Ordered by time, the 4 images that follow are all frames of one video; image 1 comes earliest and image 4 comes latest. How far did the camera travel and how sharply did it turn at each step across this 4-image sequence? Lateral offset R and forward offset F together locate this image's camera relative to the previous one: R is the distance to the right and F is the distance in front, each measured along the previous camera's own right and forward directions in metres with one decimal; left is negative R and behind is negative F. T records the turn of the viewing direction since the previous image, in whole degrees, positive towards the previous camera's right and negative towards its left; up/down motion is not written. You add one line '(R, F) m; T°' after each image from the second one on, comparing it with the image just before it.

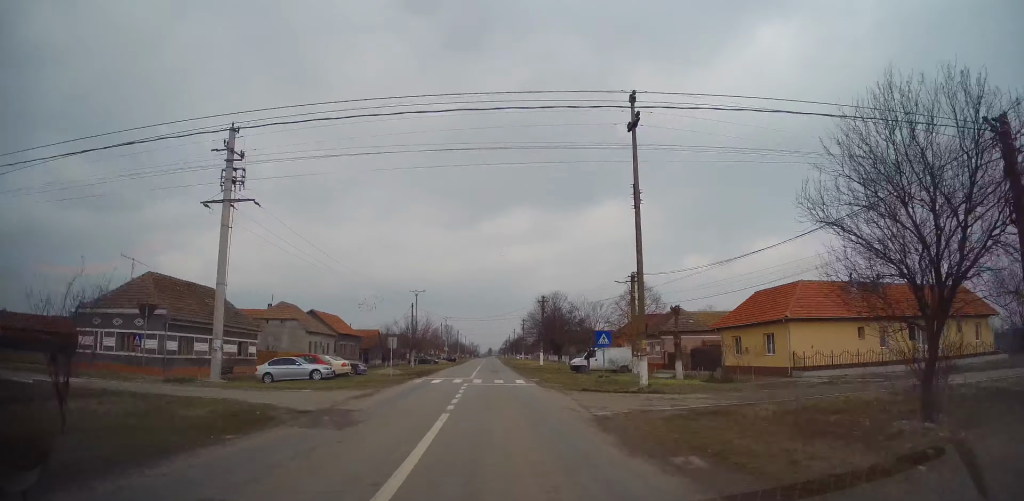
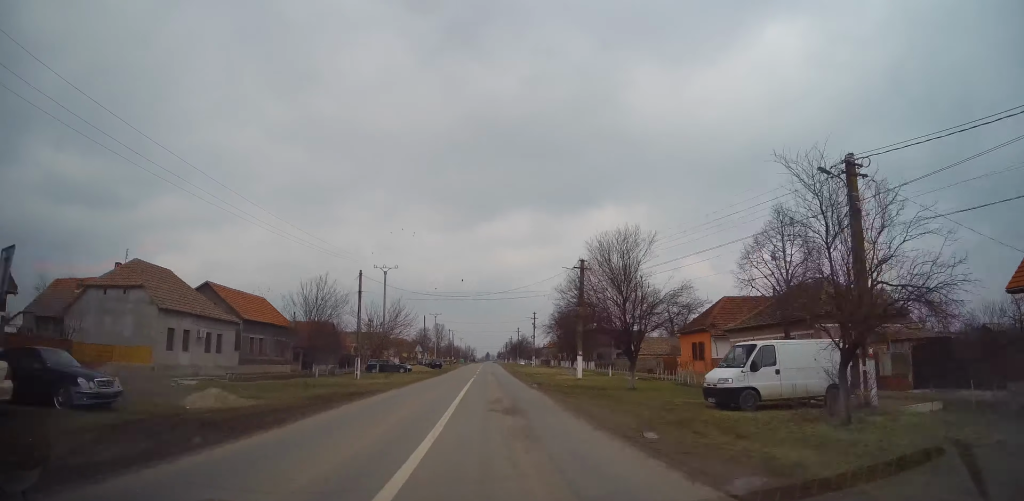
(-0.1, +26.8) m; 0°
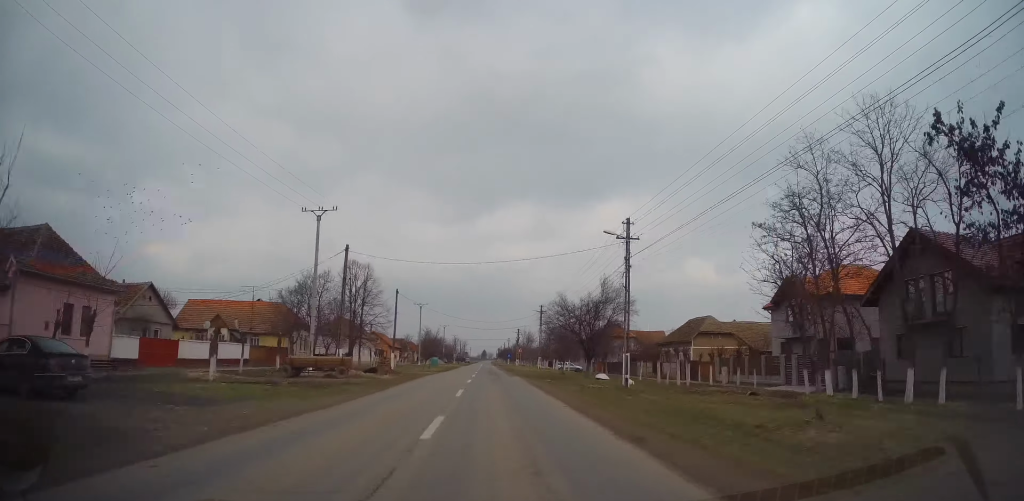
(+0.9, +91.7) m; +1°
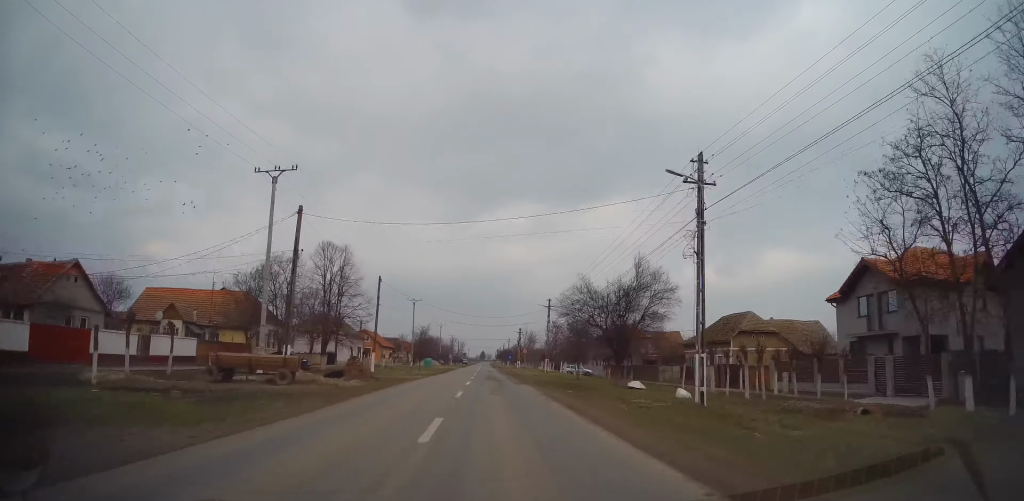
(+0.2, +8.9) m; 0°
